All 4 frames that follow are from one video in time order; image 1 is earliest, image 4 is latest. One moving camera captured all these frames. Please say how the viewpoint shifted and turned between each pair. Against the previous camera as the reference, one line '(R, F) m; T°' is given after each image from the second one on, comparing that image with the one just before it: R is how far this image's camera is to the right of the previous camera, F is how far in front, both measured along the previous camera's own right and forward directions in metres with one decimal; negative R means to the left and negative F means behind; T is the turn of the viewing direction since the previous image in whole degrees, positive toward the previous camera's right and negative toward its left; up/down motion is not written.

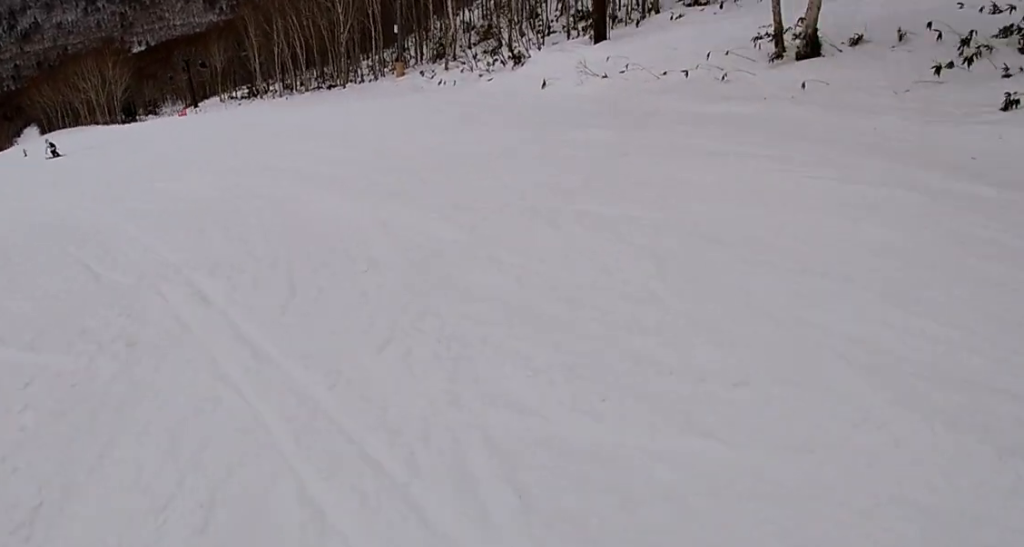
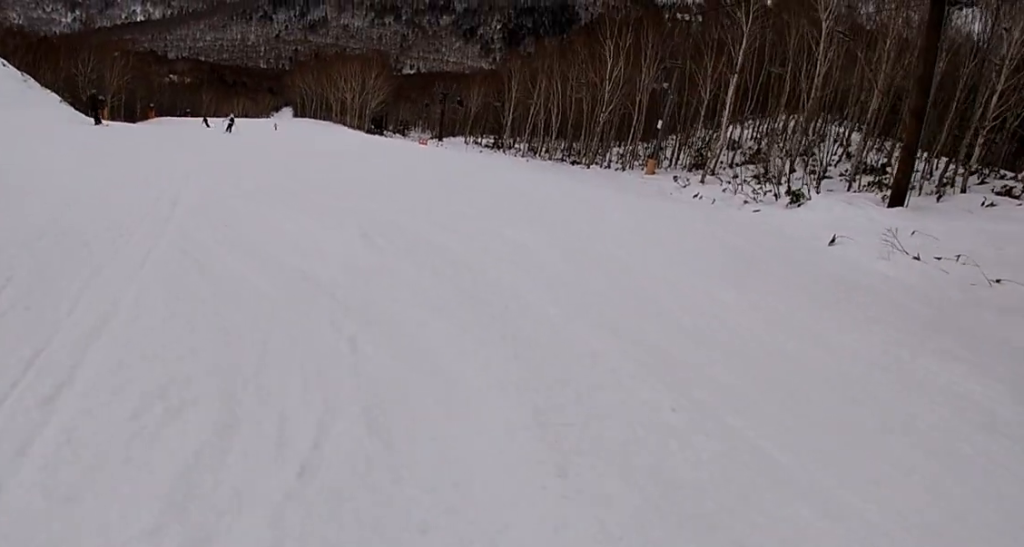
(-0.6, +4.6) m; -8°
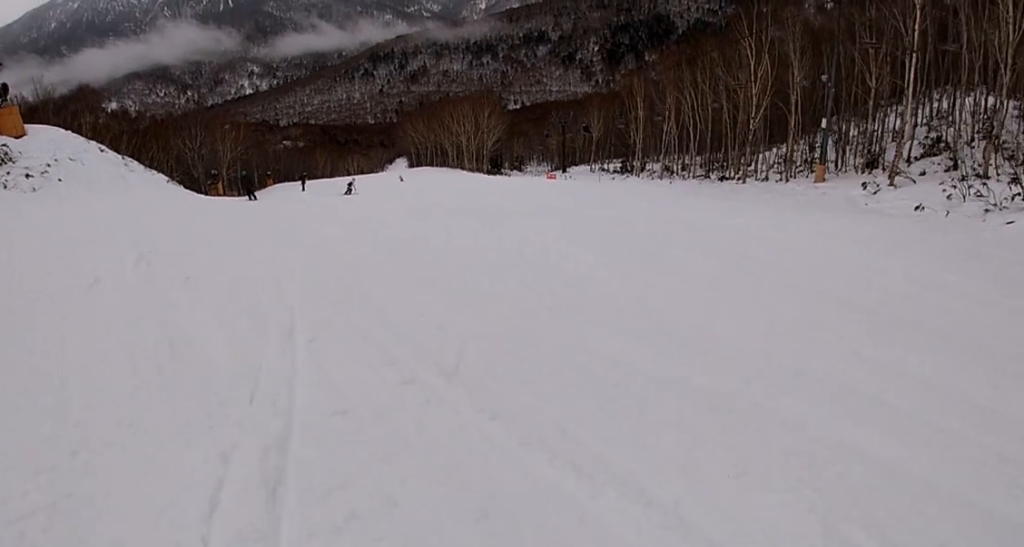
(-0.4, +6.1) m; -8°
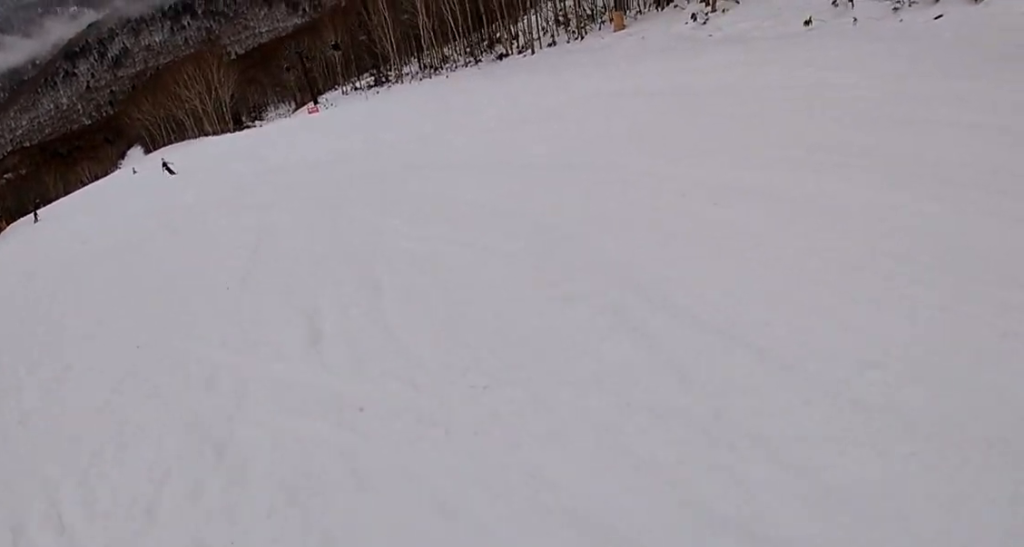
(-0.7, +7.4) m; +16°
